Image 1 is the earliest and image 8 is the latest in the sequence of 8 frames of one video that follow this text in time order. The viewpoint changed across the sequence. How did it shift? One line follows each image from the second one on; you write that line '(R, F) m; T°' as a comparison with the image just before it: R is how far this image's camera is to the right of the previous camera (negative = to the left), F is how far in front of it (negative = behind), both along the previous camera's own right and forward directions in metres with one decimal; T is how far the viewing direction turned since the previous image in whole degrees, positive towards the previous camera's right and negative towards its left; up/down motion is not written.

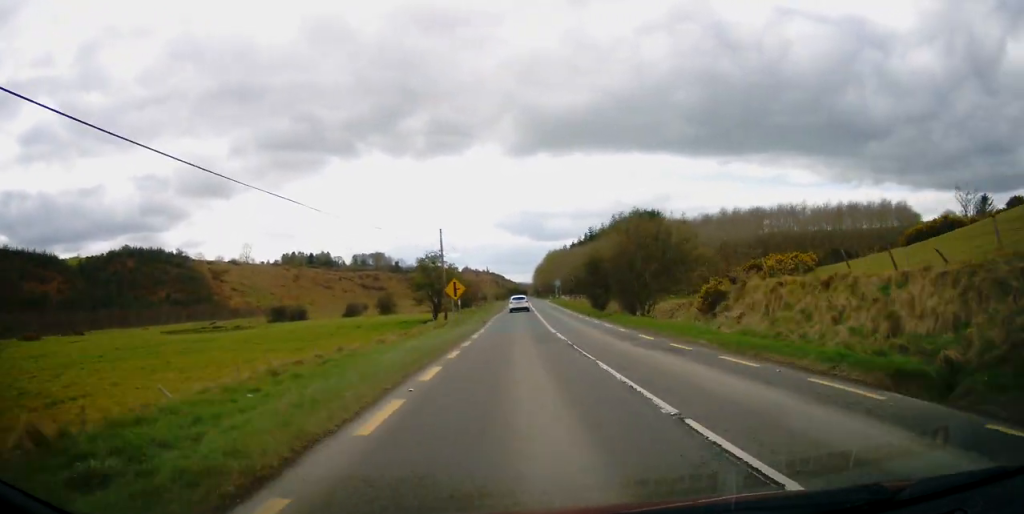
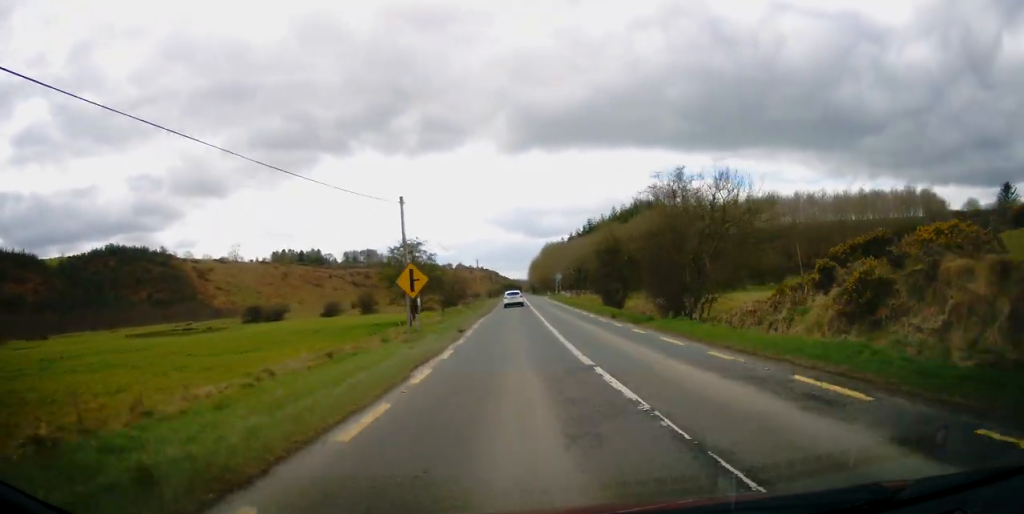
(+0.3, +12.0) m; +2°
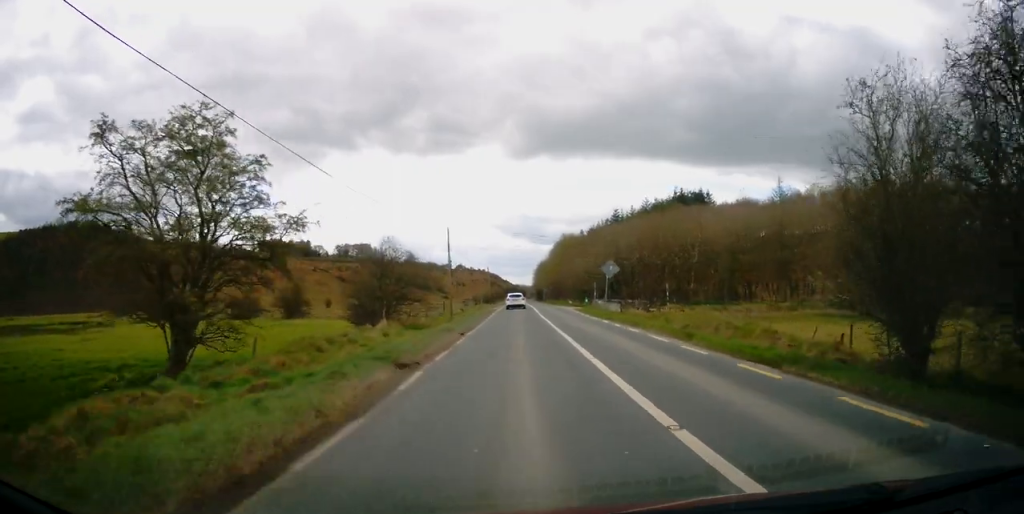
(+0.4, +41.4) m; 0°
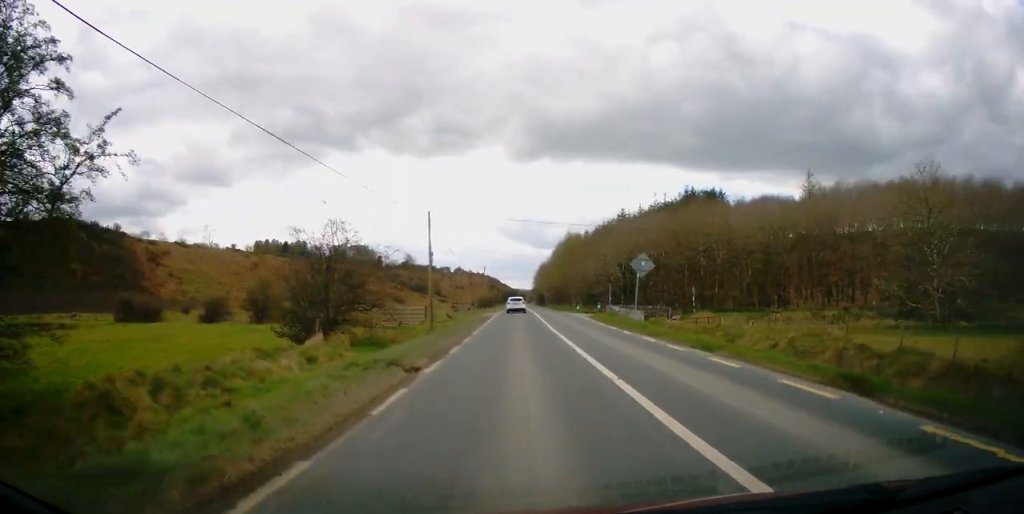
(0.0, +9.9) m; 0°
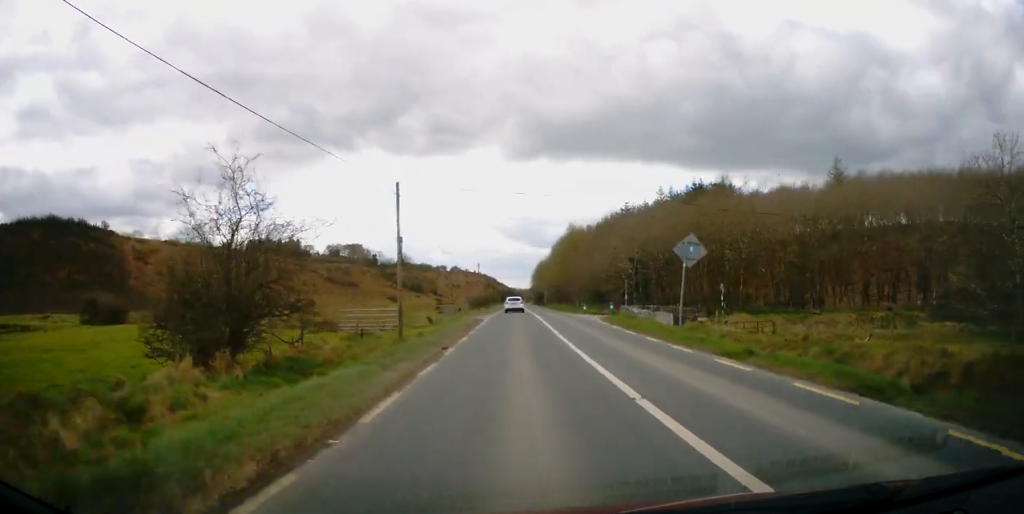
(0.0, +8.5) m; 0°
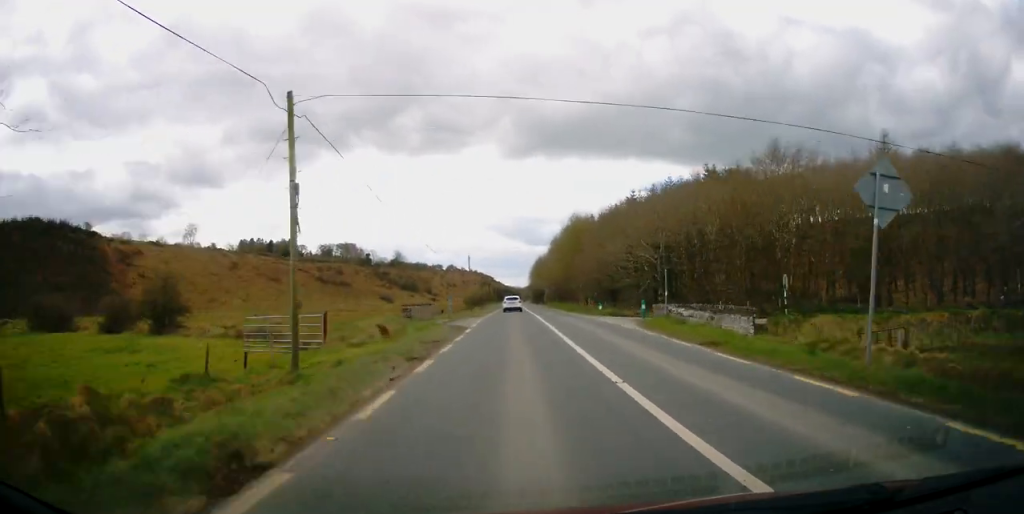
(0.0, +11.9) m; 0°
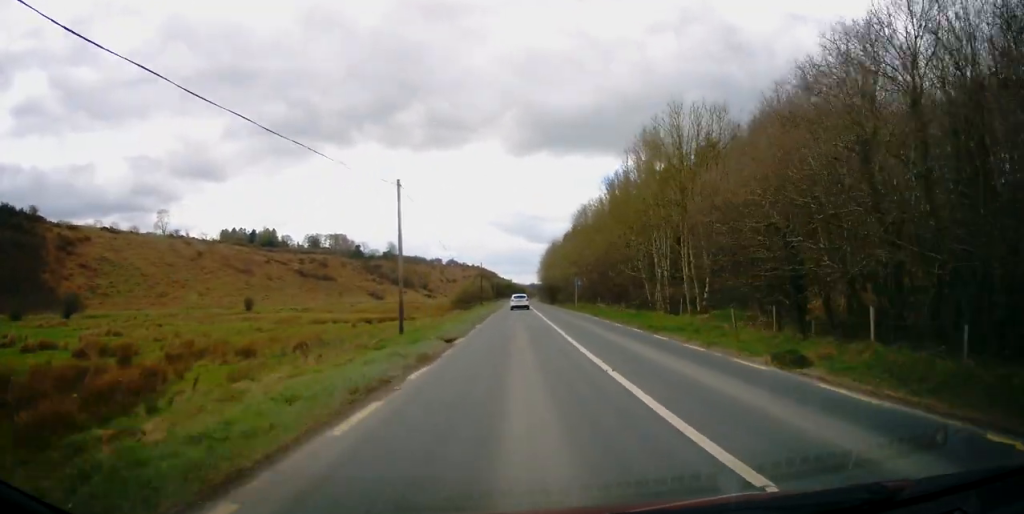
(0.0, +44.5) m; +1°
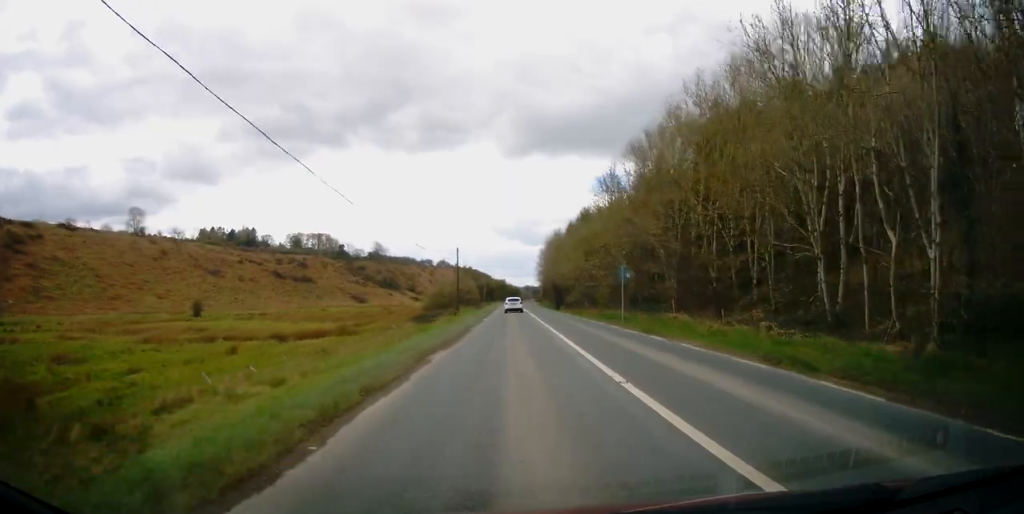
(+0.2, +27.7) m; 0°
